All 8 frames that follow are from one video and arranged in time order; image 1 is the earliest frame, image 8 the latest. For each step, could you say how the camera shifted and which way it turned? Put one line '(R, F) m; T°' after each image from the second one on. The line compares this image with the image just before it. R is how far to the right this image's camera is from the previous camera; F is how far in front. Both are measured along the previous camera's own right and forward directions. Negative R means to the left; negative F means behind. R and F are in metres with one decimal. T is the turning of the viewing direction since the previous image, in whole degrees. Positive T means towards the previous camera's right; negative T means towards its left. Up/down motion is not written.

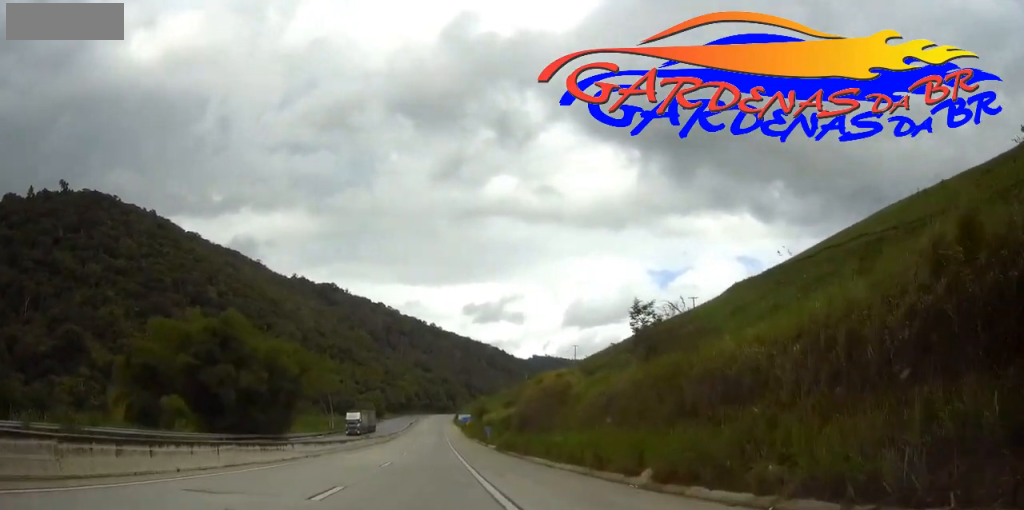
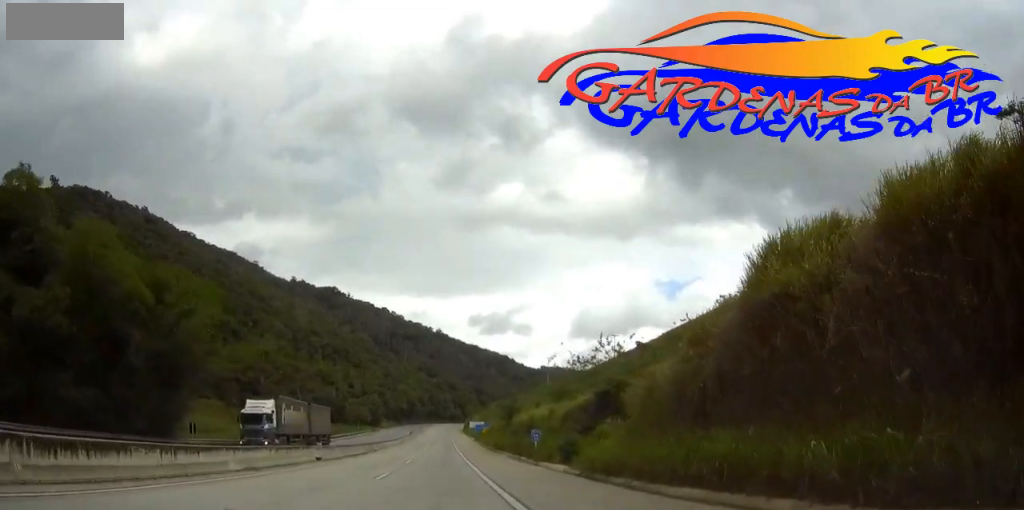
(0.0, +38.3) m; 0°
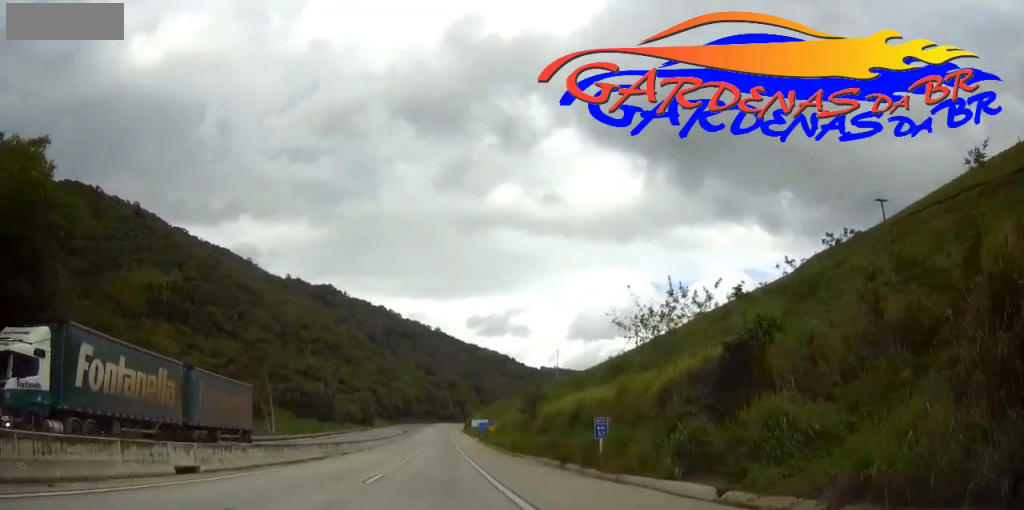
(0.0, +19.6) m; 0°
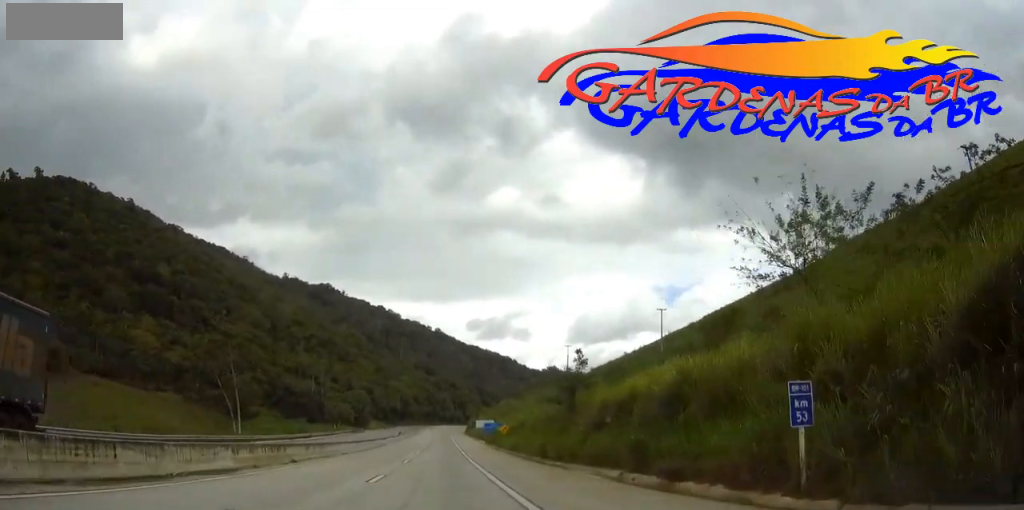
(0.0, +16.0) m; 0°
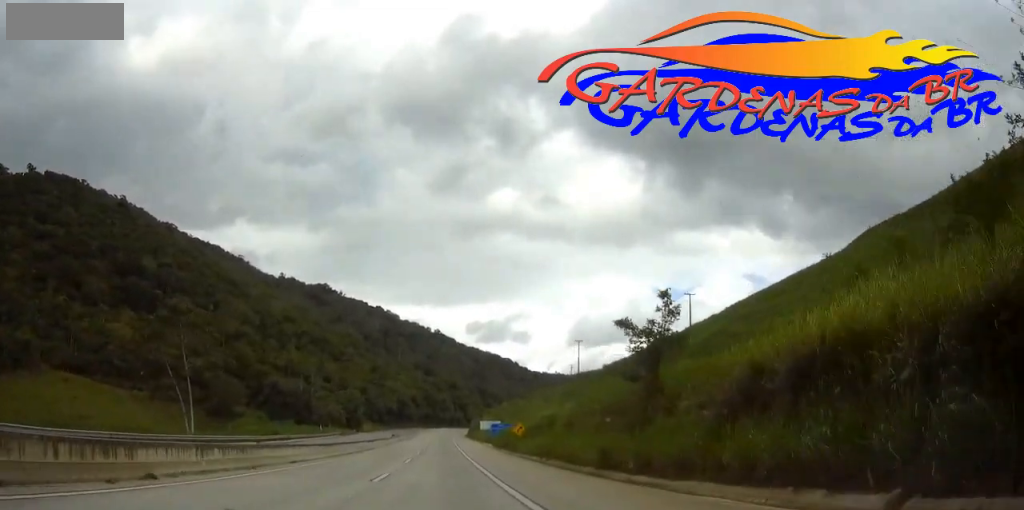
(0.0, +15.2) m; 0°
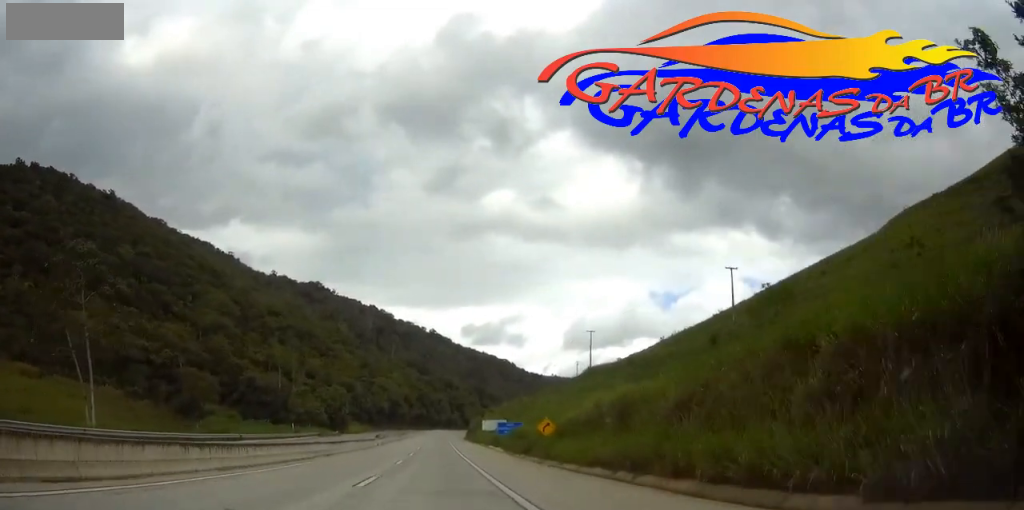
(+0.1, +18.7) m; 0°
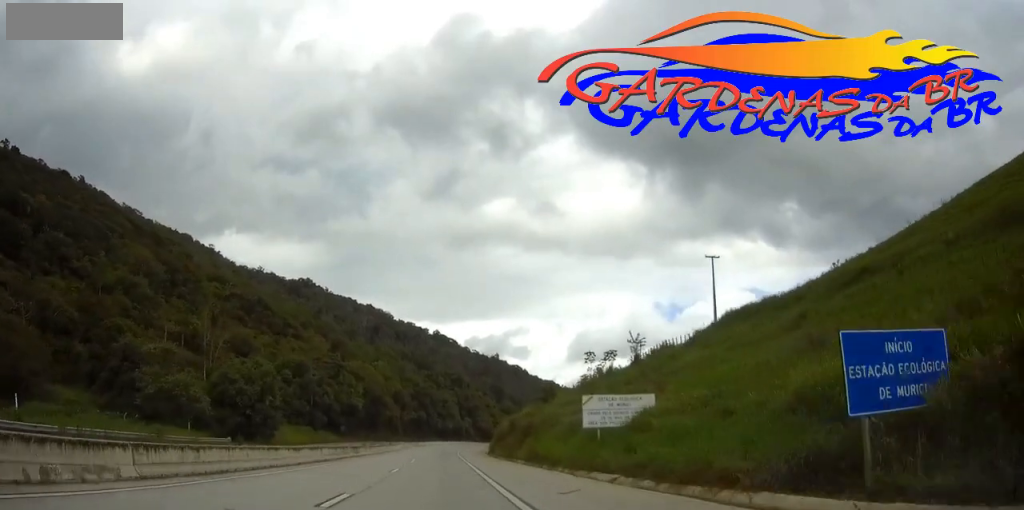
(0.0, +69.7) m; 0°
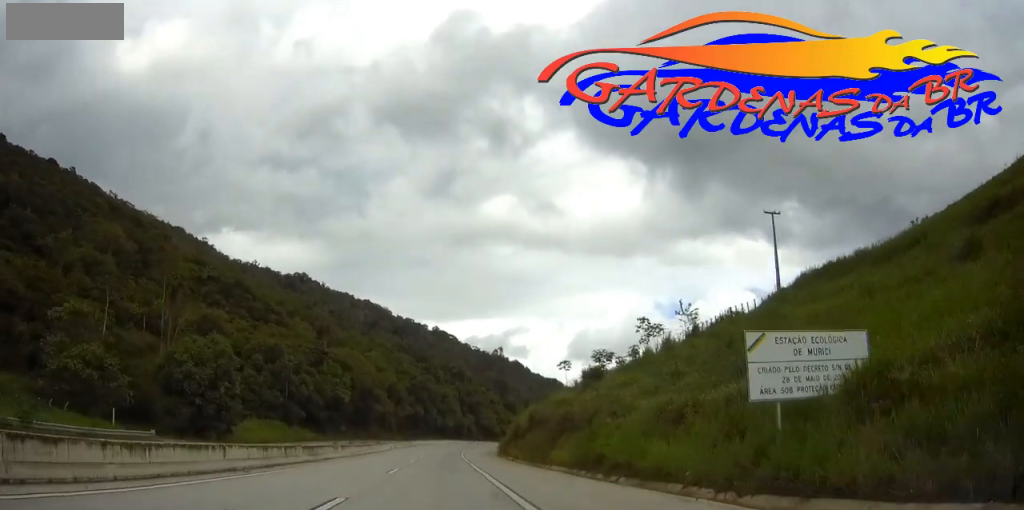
(0.0, +17.5) m; 0°
